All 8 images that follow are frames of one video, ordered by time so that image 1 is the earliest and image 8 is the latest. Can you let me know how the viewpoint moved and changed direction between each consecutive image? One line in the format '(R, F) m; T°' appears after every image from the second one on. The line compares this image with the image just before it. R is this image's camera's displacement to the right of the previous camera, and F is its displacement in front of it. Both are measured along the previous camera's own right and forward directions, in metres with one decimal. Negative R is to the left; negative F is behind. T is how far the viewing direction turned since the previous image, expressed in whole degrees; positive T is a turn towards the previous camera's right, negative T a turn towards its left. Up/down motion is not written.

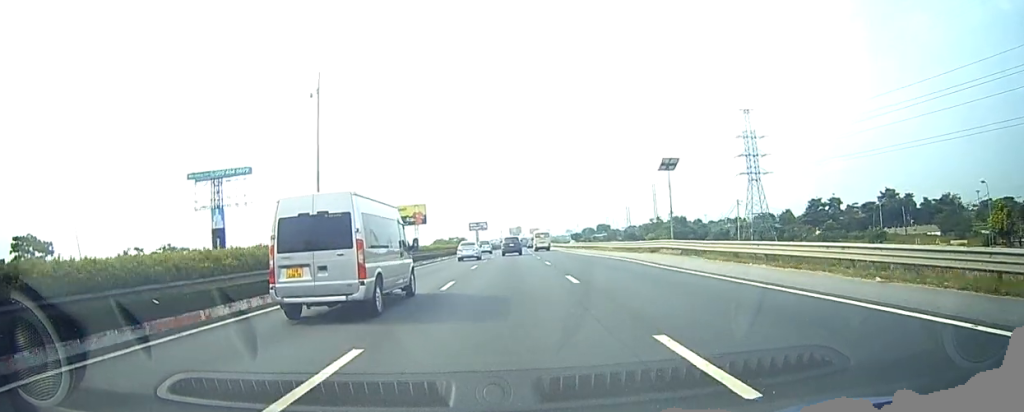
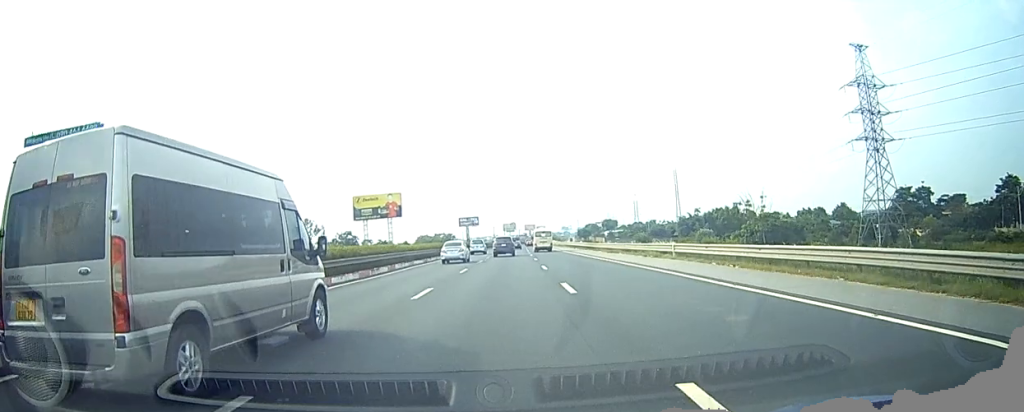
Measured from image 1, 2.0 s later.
(-0.9, +45.4) m; -1°
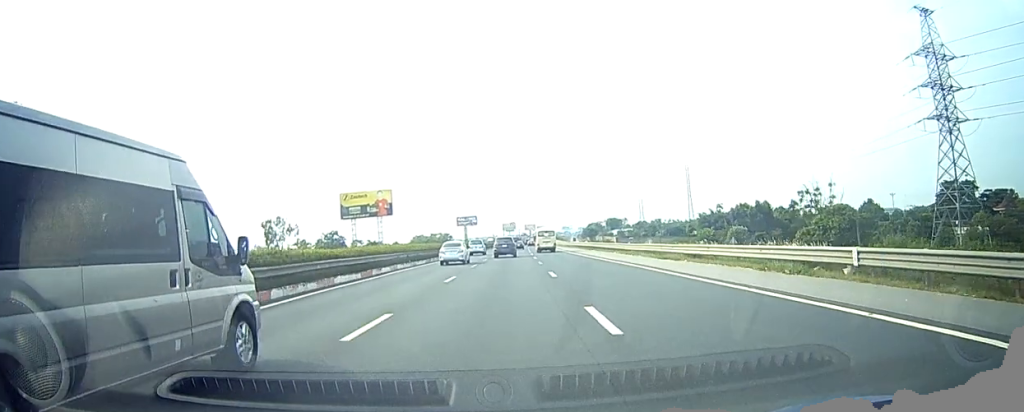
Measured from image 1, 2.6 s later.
(0.0, +15.9) m; +1°
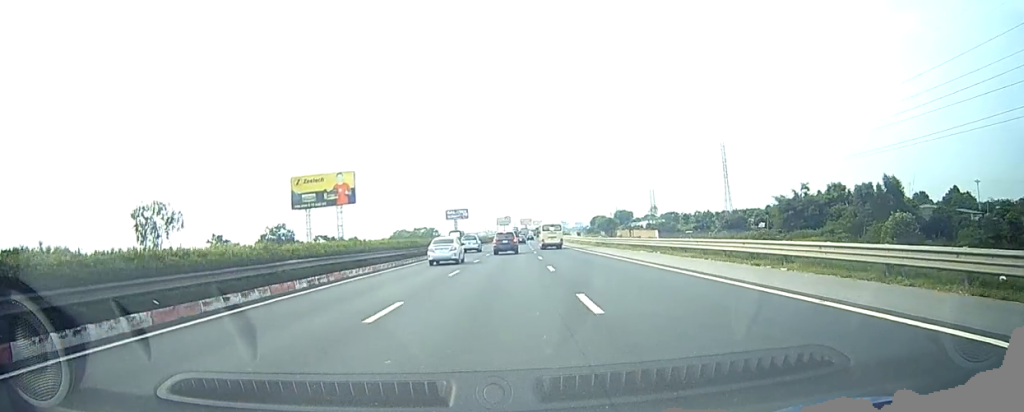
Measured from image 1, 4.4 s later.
(+0.9, +44.8) m; +1°
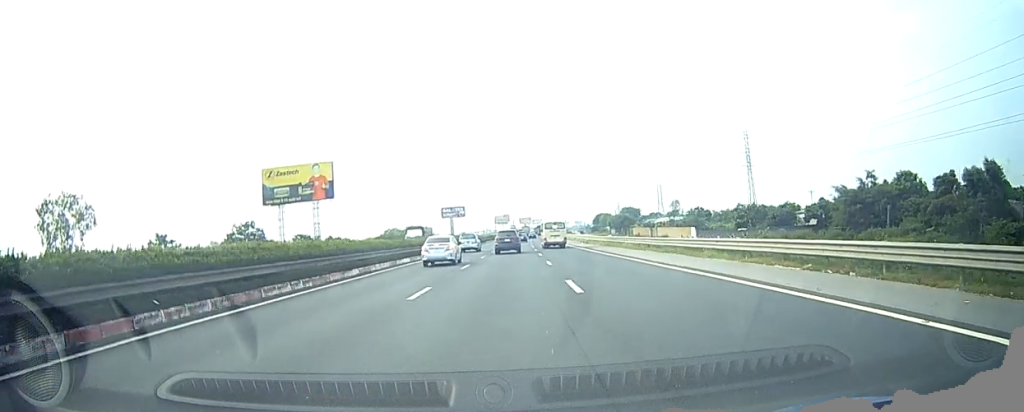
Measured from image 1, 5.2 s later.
(-0.1, +21.0) m; 0°
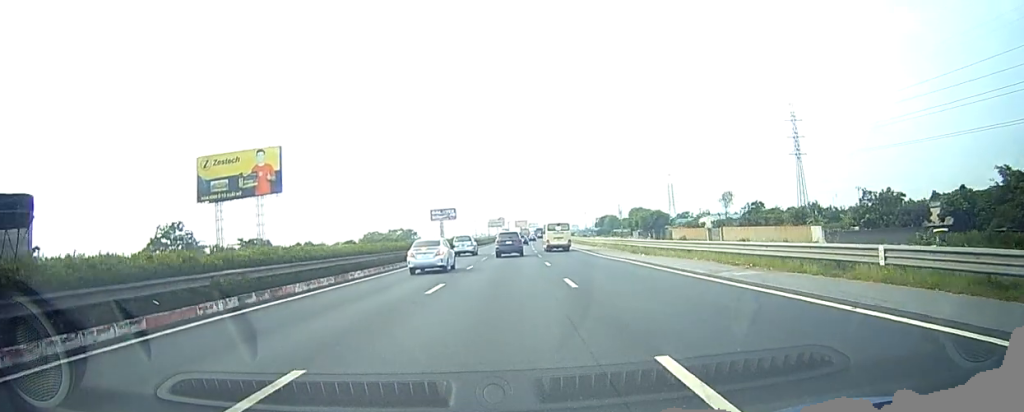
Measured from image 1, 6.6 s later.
(-0.1, +36.2) m; 0°
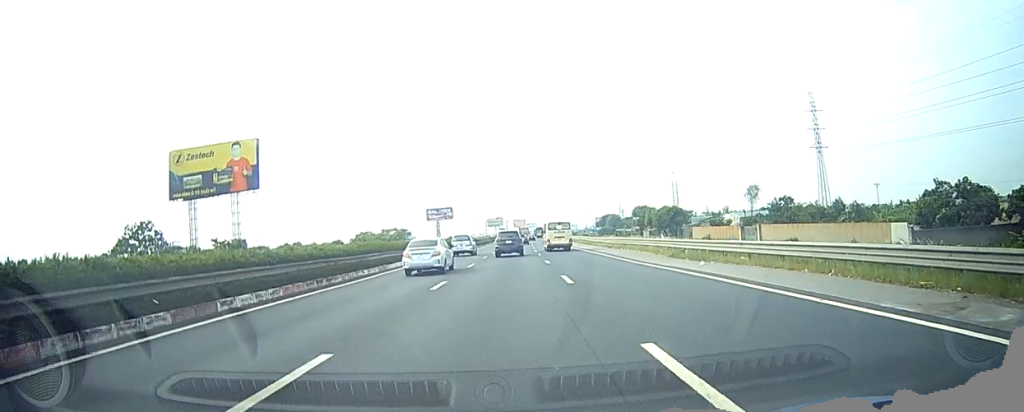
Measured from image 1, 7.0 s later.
(0.0, +11.8) m; 0°
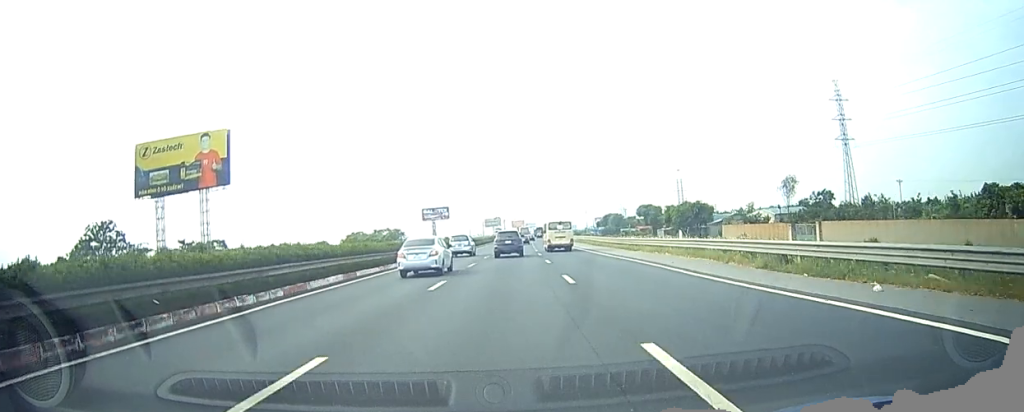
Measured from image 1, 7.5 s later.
(0.0, +12.9) m; 0°
